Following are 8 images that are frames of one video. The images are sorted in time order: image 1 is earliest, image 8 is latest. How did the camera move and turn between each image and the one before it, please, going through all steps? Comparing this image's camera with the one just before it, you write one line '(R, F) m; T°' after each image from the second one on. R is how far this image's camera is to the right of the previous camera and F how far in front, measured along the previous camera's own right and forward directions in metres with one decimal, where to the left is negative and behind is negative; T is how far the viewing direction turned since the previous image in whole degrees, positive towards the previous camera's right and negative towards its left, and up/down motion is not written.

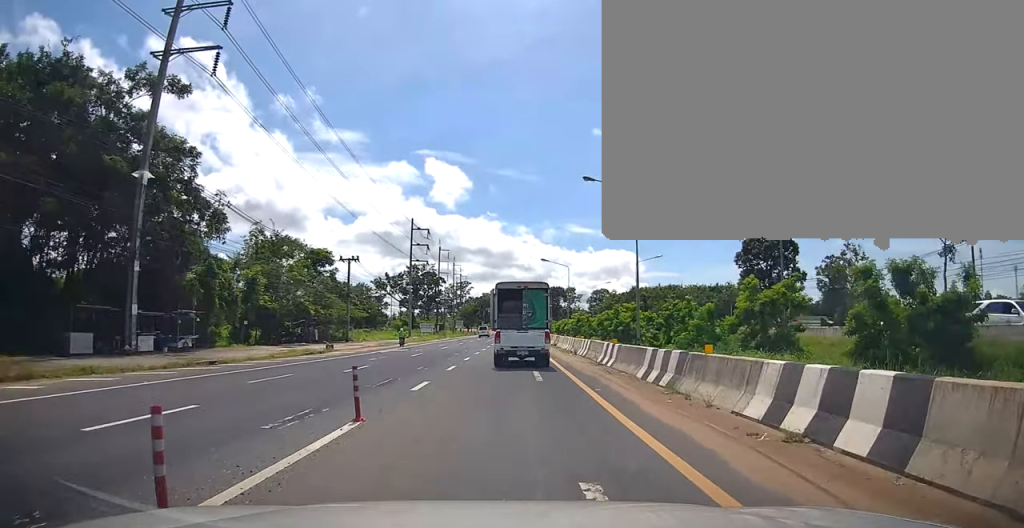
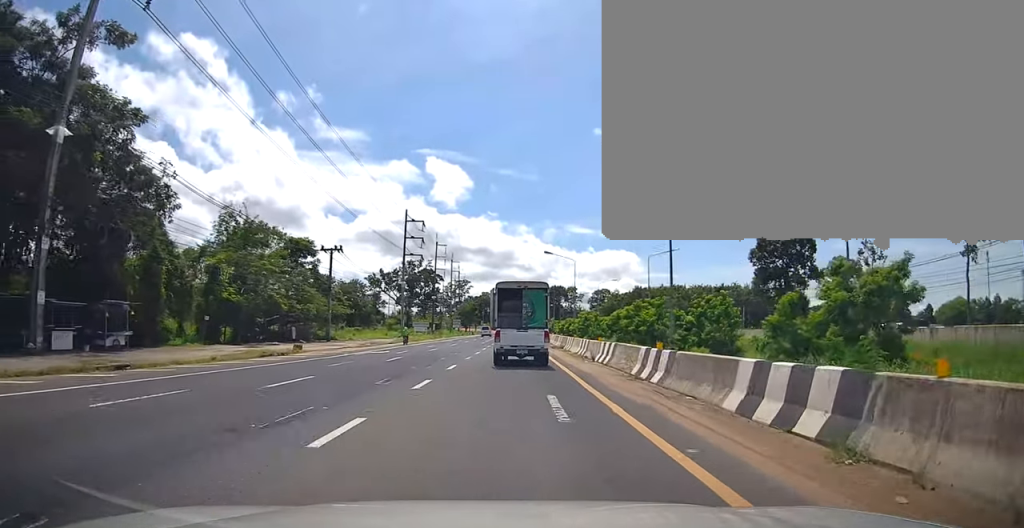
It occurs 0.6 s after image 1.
(+0.5, +6.3) m; 0°
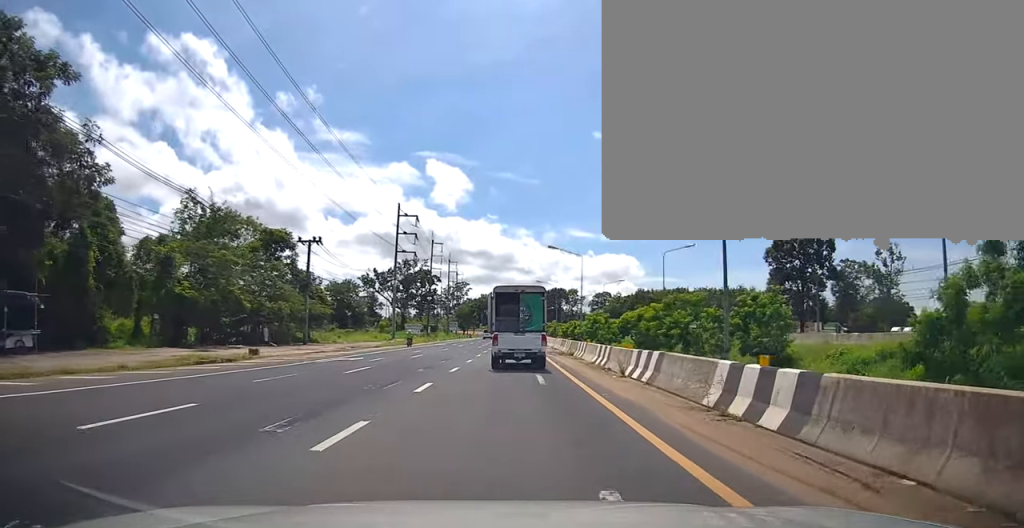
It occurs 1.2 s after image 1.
(-0.3, +6.2) m; 0°
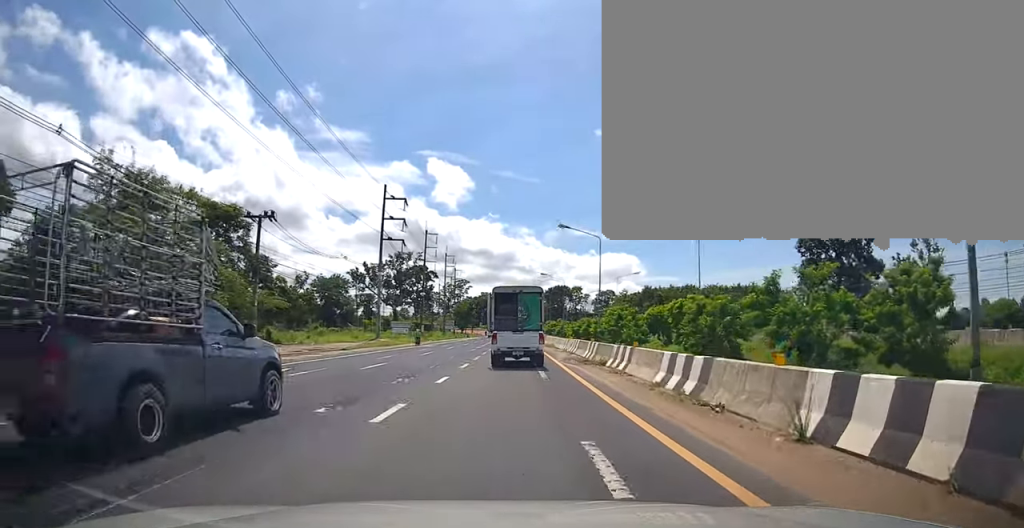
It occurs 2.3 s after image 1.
(0.0, +10.4) m; +2°
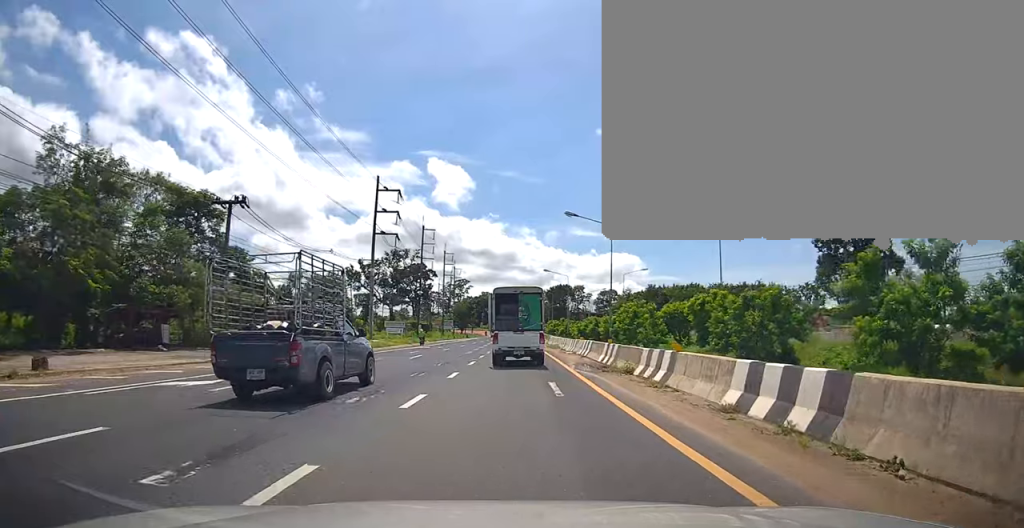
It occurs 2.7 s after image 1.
(+0.1, +4.6) m; +2°
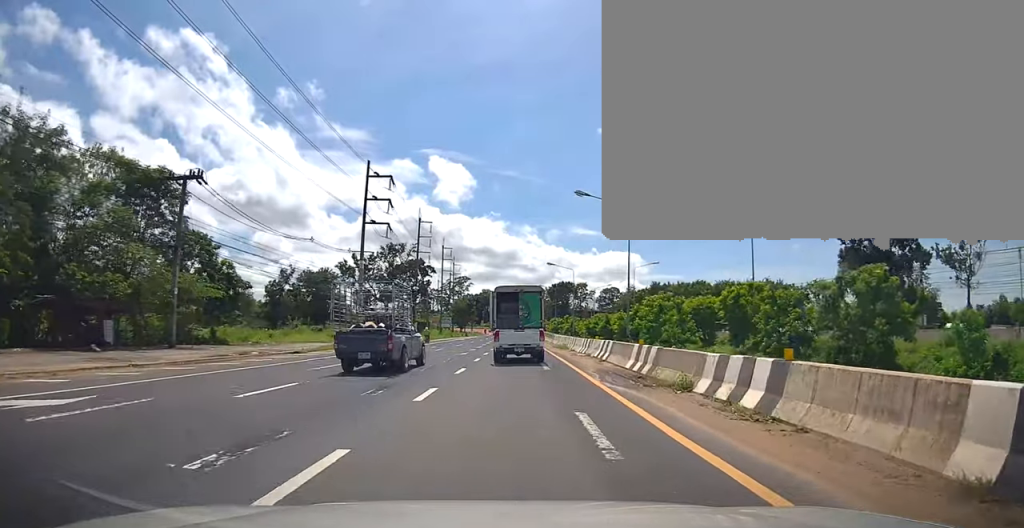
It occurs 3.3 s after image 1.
(0.0, +5.5) m; -2°
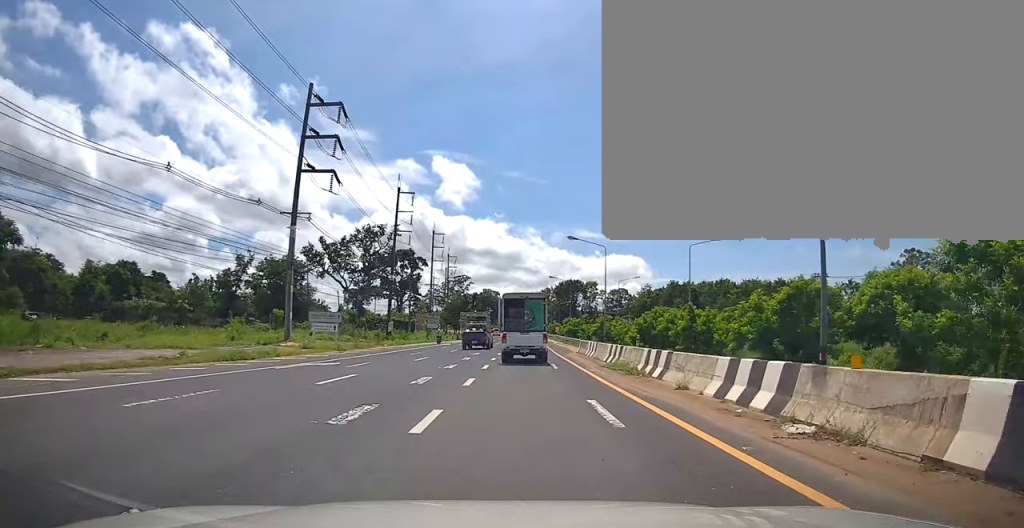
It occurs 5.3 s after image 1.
(-1.0, +21.2) m; -3°
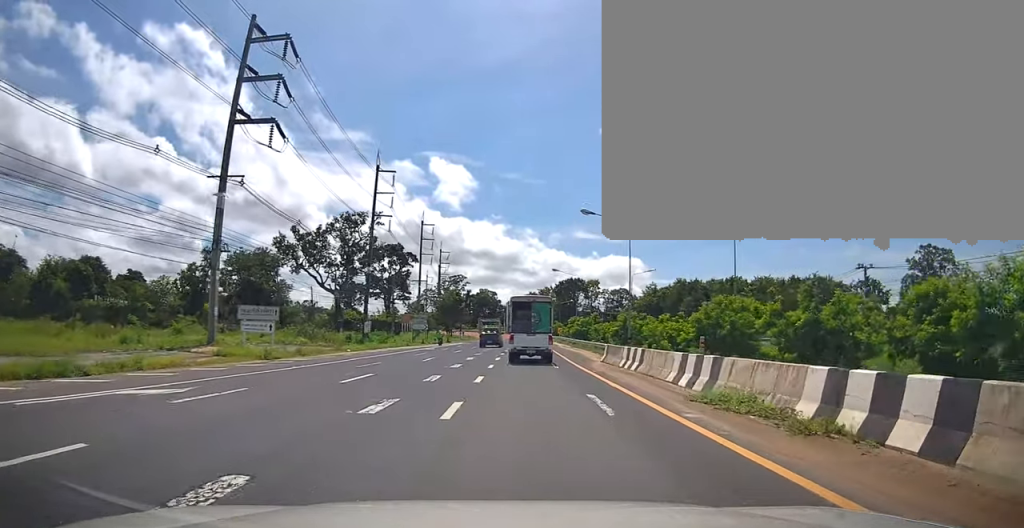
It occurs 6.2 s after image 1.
(+0.2, +11.1) m; +1°
